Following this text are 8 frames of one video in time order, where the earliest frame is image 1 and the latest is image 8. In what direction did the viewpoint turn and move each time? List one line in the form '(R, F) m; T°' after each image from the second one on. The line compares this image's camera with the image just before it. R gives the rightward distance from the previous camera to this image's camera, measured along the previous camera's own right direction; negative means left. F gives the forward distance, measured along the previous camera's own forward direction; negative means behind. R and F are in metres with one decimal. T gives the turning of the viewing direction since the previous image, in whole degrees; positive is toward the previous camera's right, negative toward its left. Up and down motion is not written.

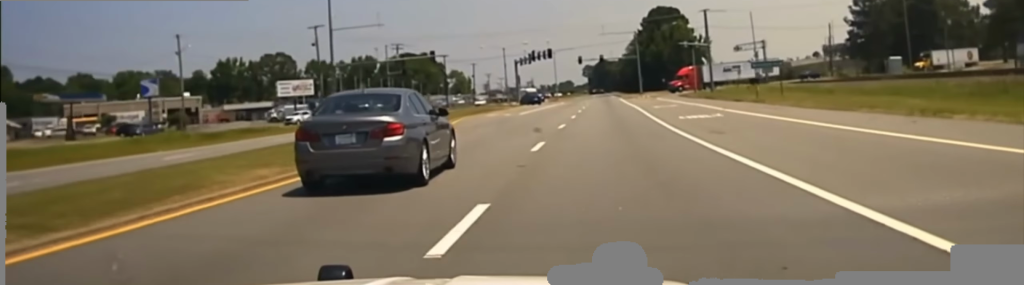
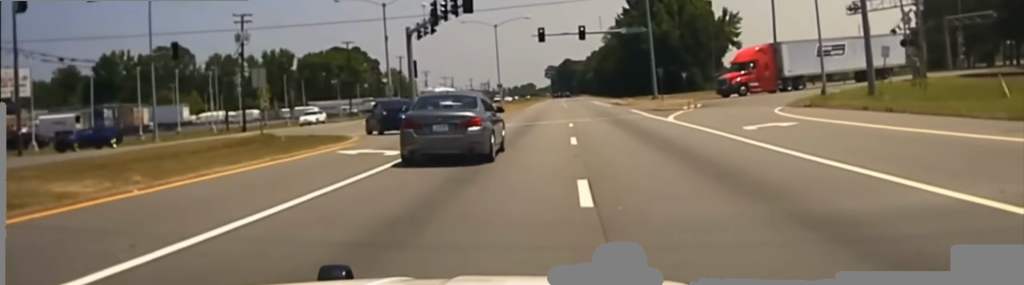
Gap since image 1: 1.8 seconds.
(+1.5, +63.6) m; +3°
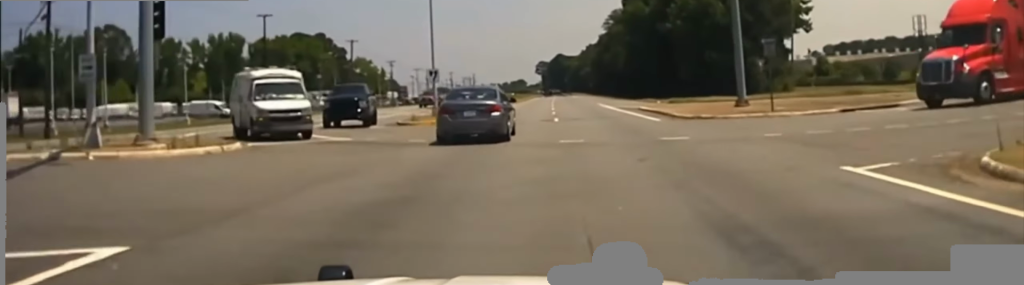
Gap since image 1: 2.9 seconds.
(+0.6, +41.7) m; +1°
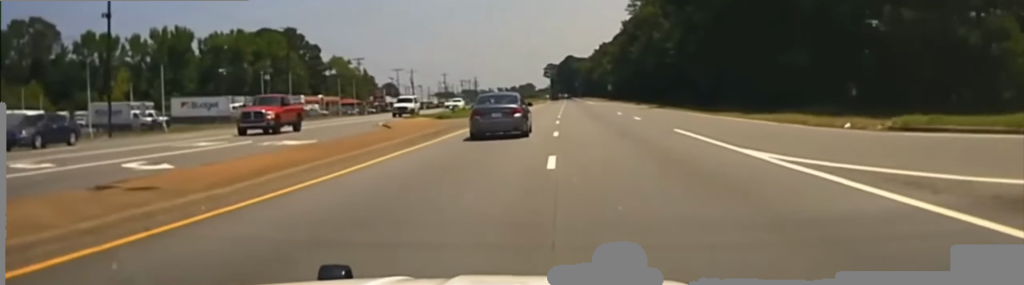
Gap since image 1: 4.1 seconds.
(-0.2, +48.0) m; 0°
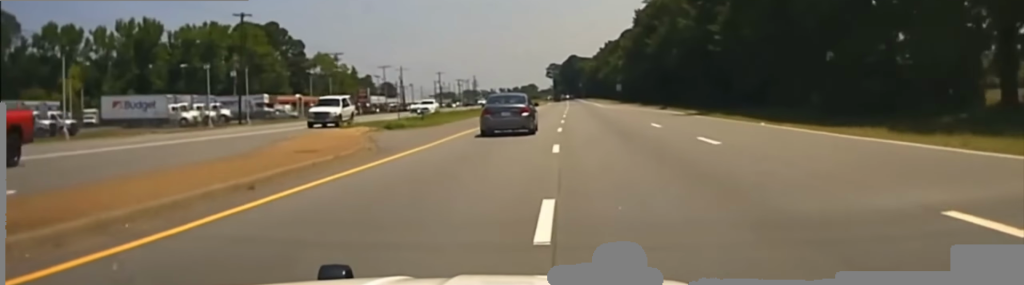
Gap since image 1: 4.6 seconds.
(0.0, +23.9) m; 0°
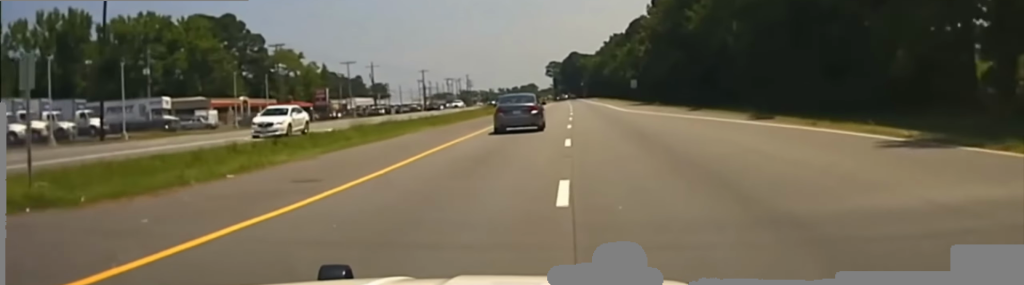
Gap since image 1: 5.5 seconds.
(-0.1, +40.5) m; 0°
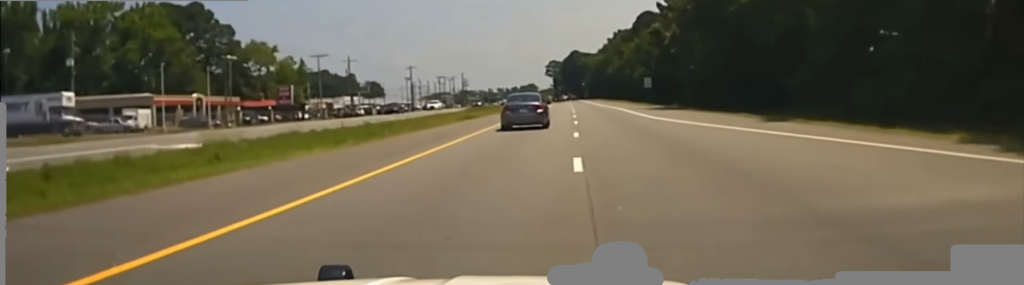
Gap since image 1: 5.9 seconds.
(+0.1, +22.2) m; 0°
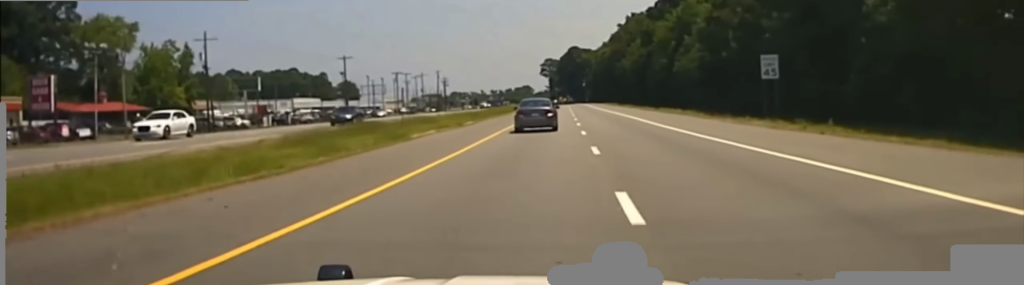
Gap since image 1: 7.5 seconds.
(0.0, +70.6) m; 0°
